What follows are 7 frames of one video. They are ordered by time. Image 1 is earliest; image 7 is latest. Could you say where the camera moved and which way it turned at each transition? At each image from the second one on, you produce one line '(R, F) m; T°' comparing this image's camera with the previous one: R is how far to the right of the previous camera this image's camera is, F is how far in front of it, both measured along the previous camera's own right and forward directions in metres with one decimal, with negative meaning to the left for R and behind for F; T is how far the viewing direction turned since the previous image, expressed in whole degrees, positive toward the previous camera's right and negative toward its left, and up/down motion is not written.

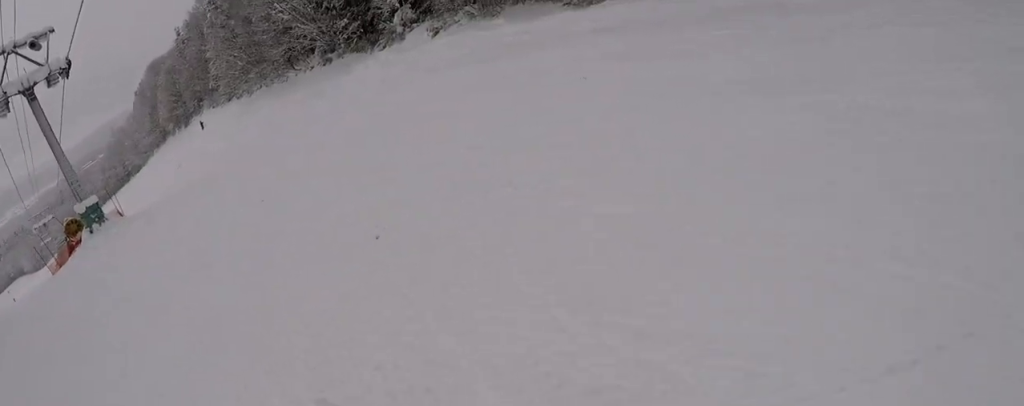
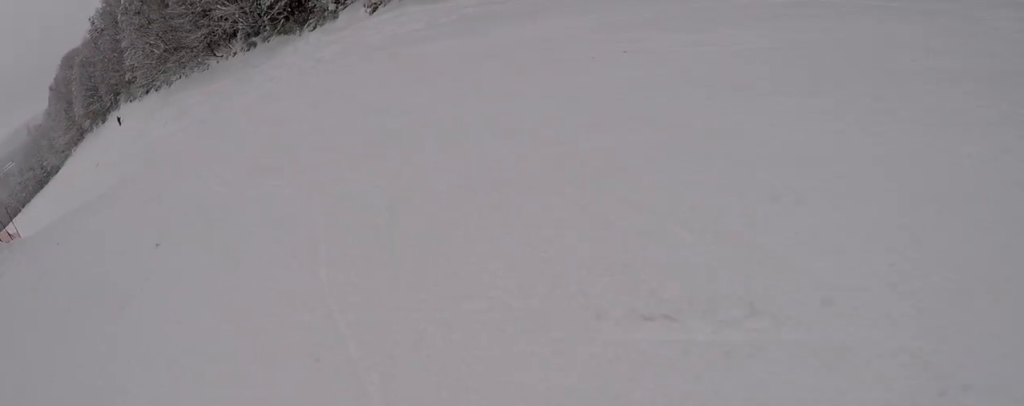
(+0.9, +4.3) m; +5°
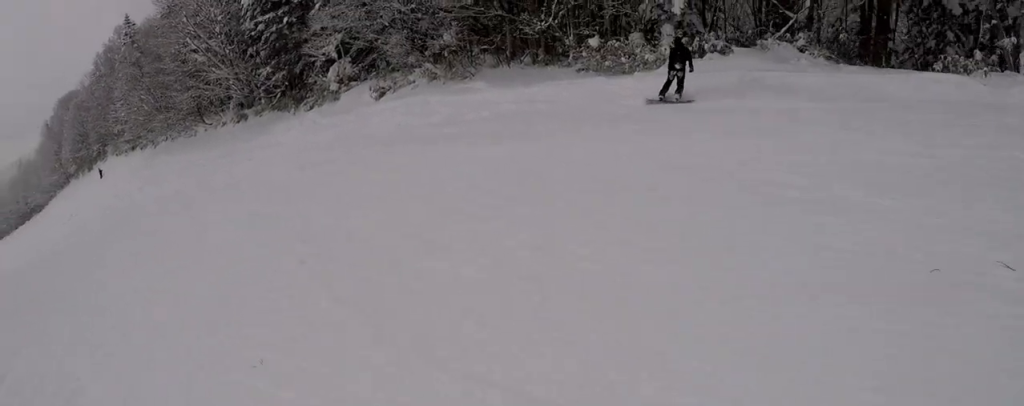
(0.0, +6.3) m; -12°
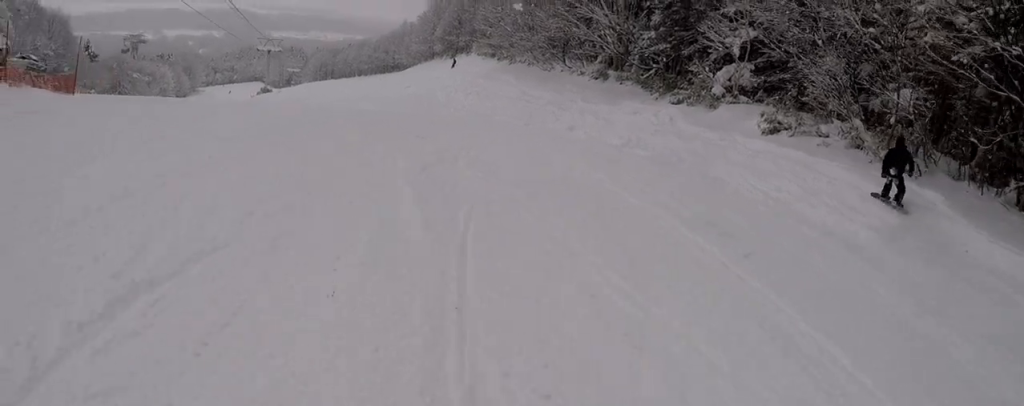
(-2.3, +7.8) m; -29°
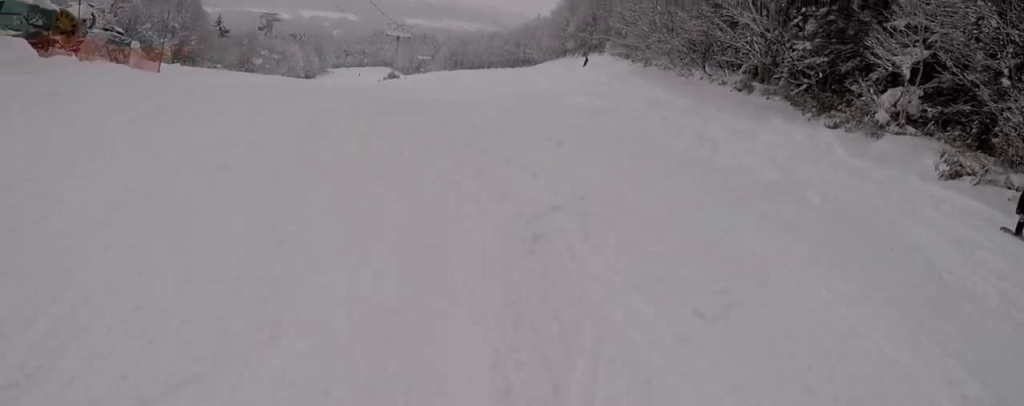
(-0.2, +2.4) m; +2°
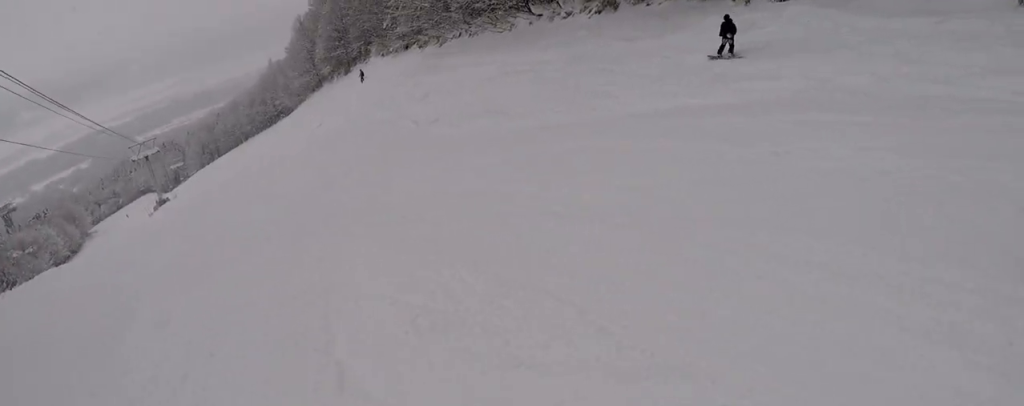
(+2.3, +9.5) m; +27°
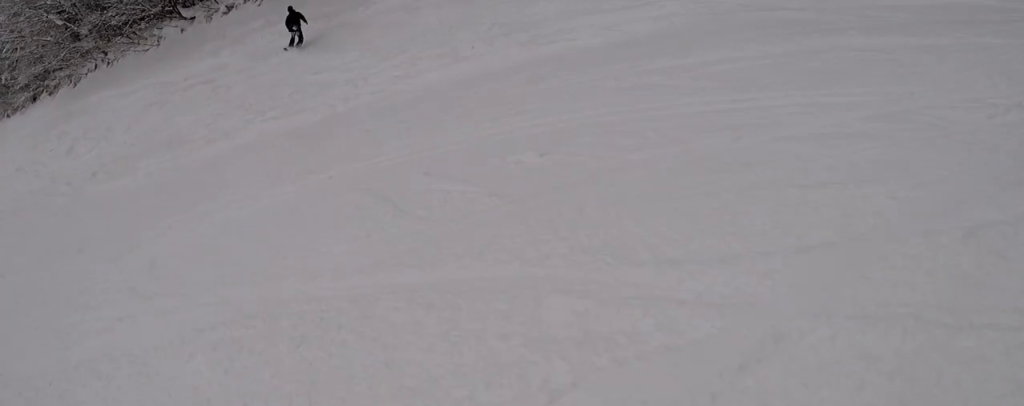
(0.0, +5.2) m; -3°
